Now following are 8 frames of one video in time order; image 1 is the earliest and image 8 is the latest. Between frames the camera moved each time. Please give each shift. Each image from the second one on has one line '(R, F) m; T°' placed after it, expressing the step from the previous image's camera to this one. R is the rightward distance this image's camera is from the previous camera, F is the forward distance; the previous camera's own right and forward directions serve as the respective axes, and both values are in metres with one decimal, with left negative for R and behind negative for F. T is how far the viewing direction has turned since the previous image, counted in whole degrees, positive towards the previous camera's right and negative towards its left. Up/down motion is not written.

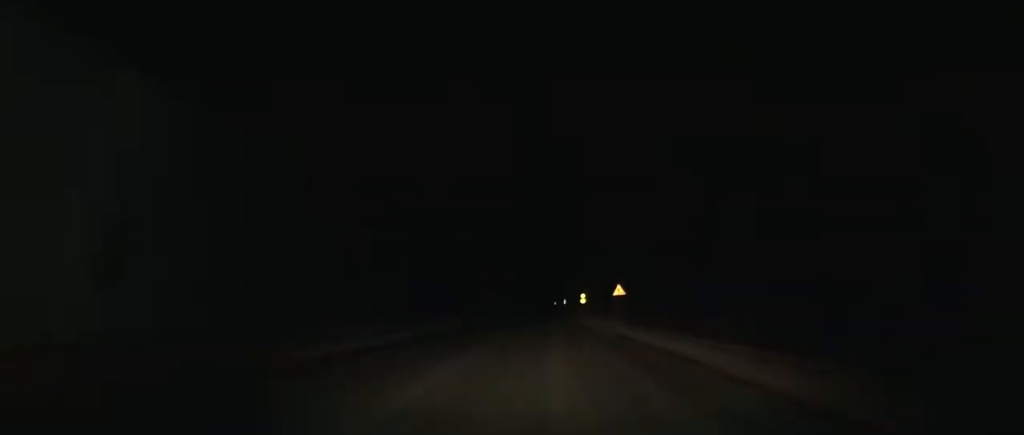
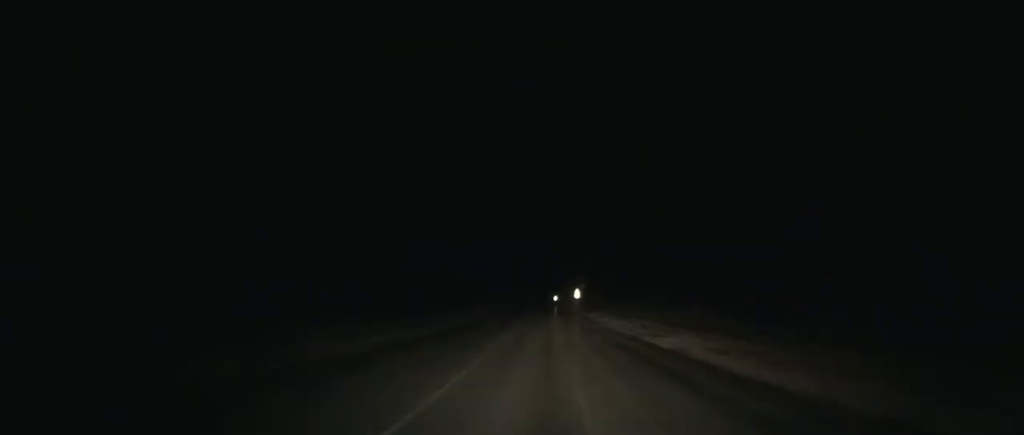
(-0.3, +92.4) m; 0°
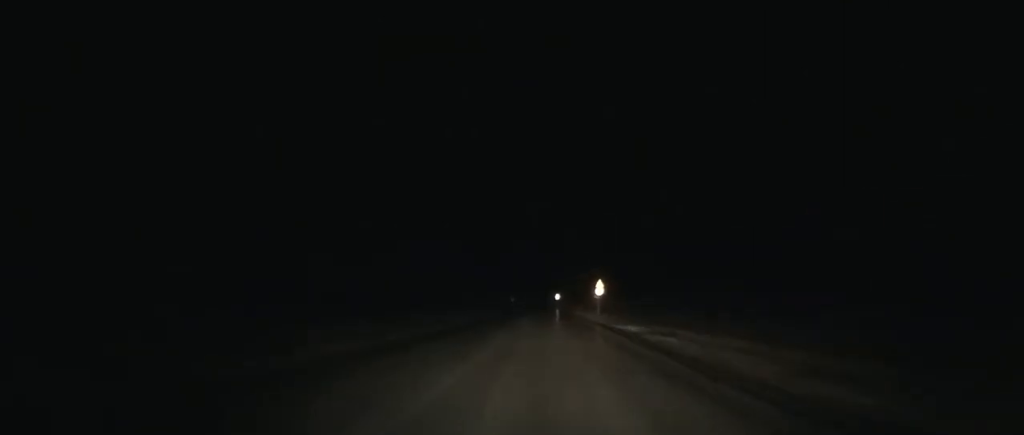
(0.0, +43.8) m; 0°
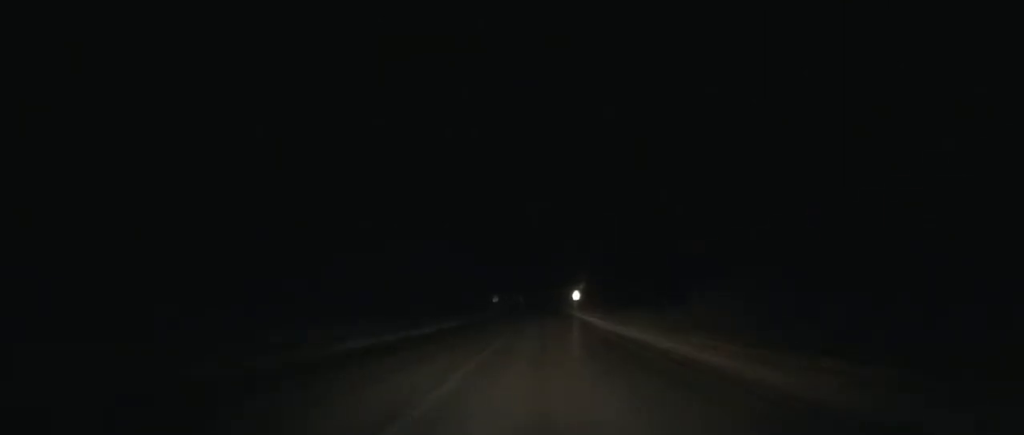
(-0.1, +70.3) m; 0°
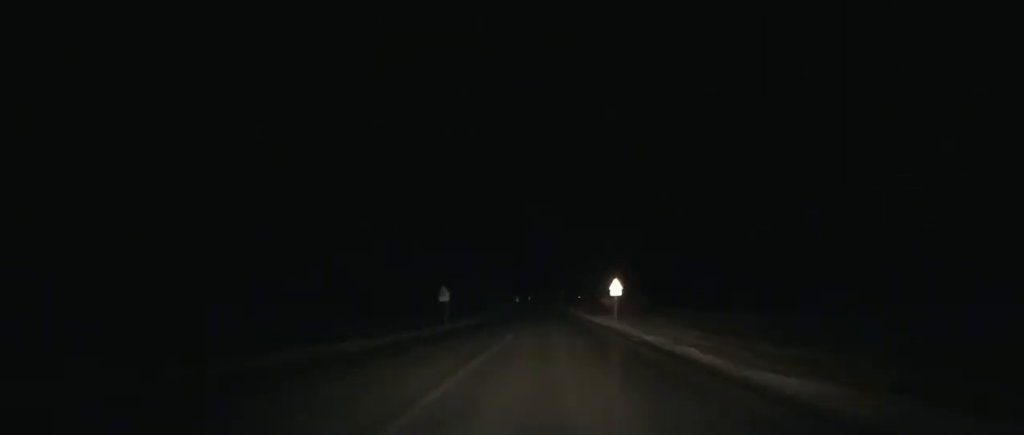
(-0.1, +45.3) m; 0°
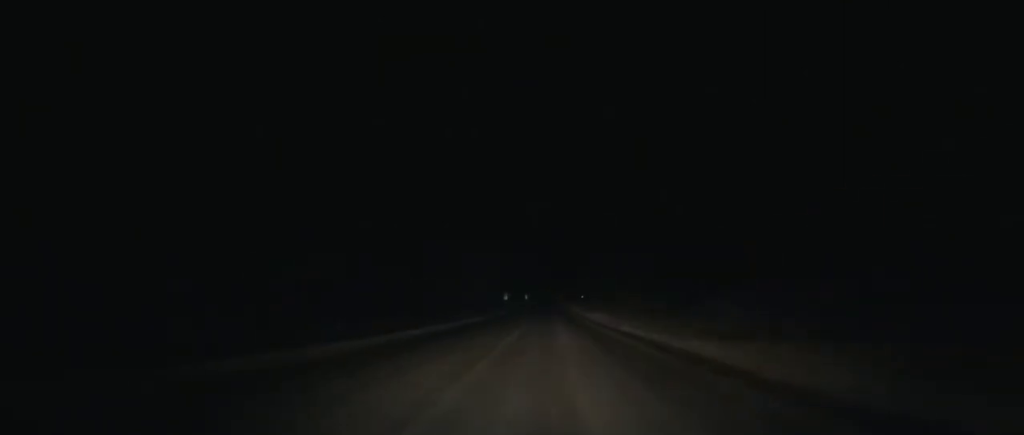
(-0.1, +38.7) m; 0°
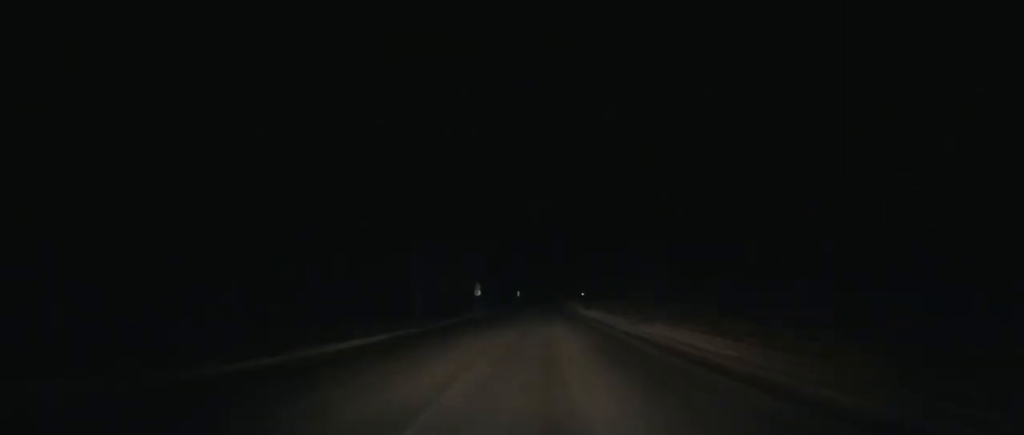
(-0.1, +36.2) m; 0°
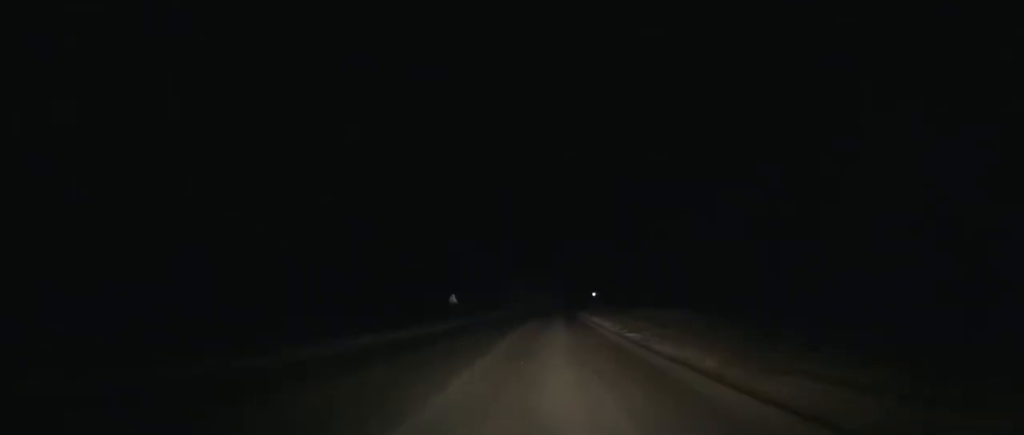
(+3.4, +205.7) m; +3°
